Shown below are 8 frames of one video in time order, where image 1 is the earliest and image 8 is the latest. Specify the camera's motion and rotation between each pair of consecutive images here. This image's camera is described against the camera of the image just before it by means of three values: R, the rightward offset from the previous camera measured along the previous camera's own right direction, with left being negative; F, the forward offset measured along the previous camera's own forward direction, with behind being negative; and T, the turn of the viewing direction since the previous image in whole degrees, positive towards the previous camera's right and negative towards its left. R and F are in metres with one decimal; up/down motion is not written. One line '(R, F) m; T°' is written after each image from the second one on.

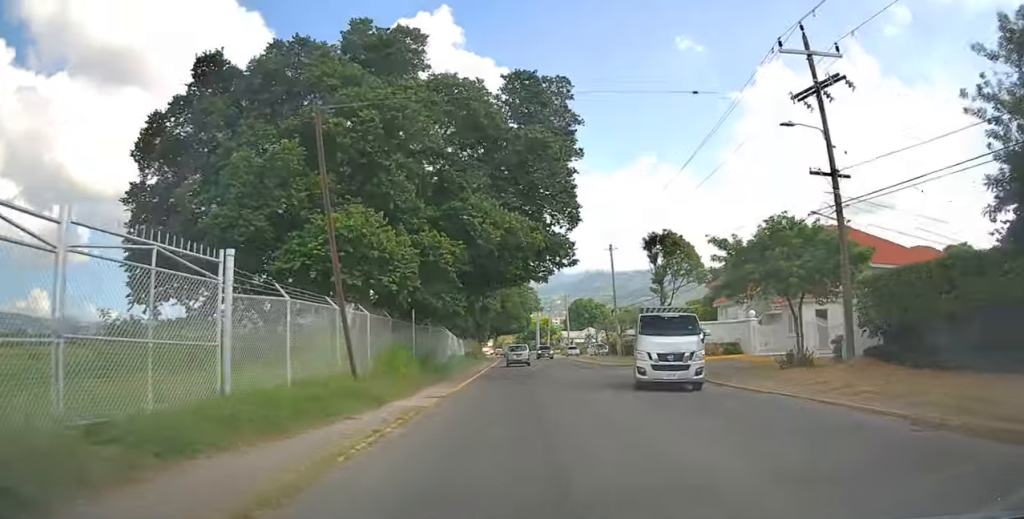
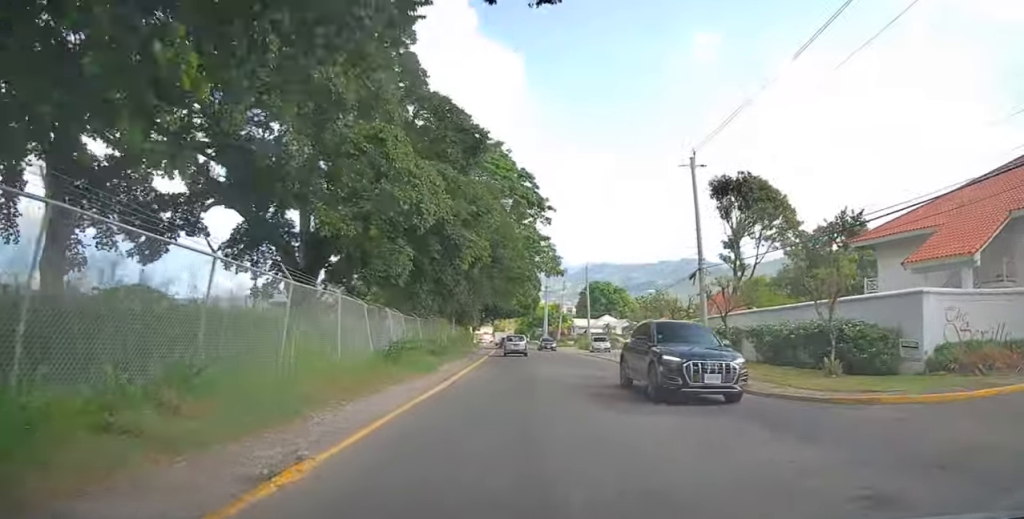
(+0.4, +24.6) m; 0°
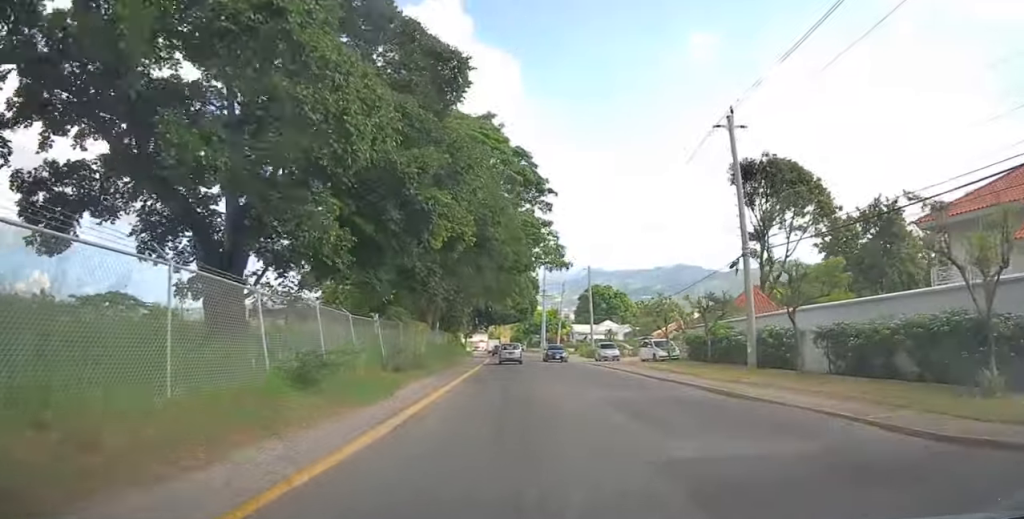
(0.0, +6.6) m; 0°
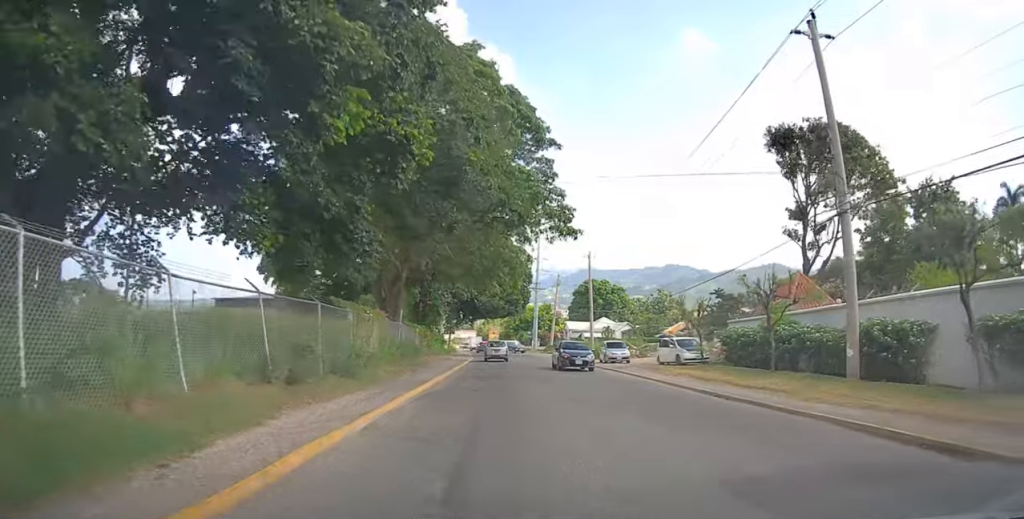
(+0.1, +8.2) m; 0°
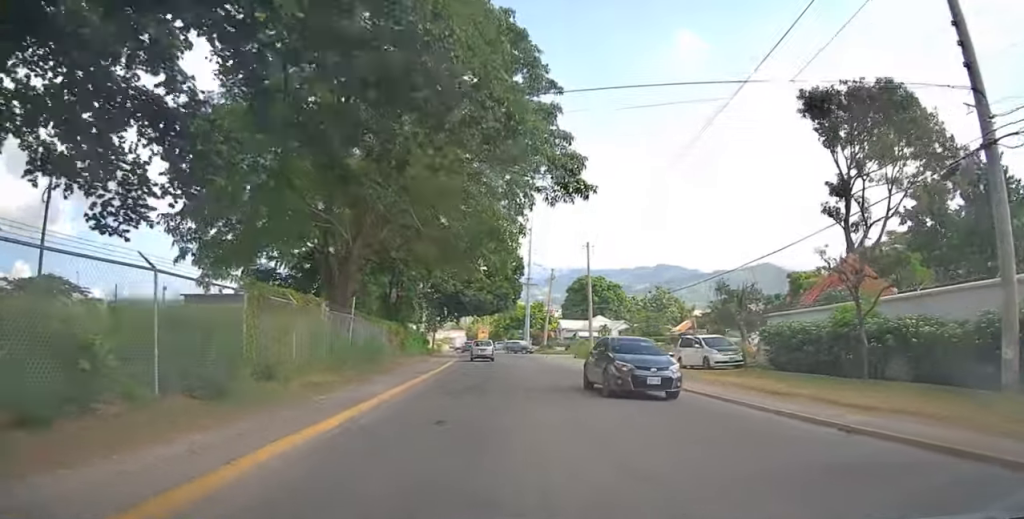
(-0.1, +6.1) m; +1°
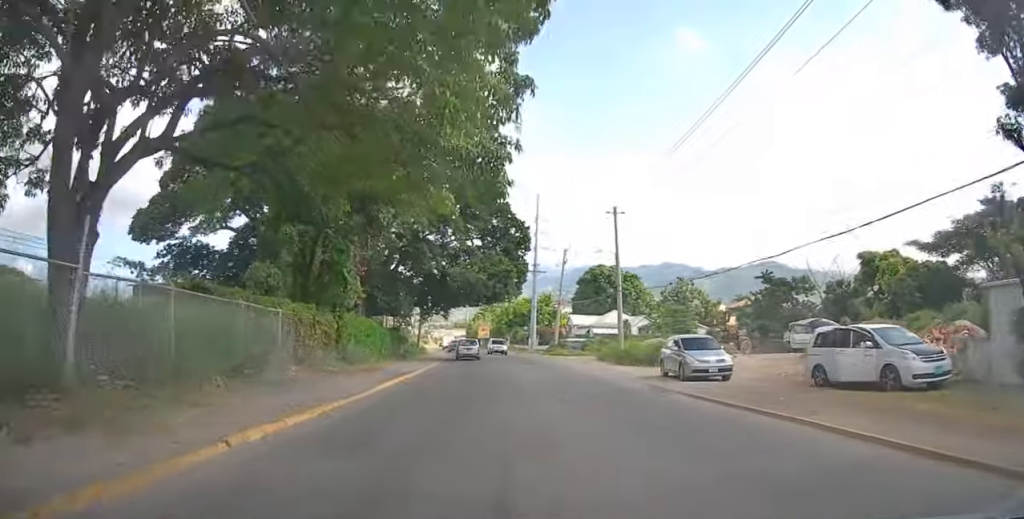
(+0.4, +13.4) m; 0°
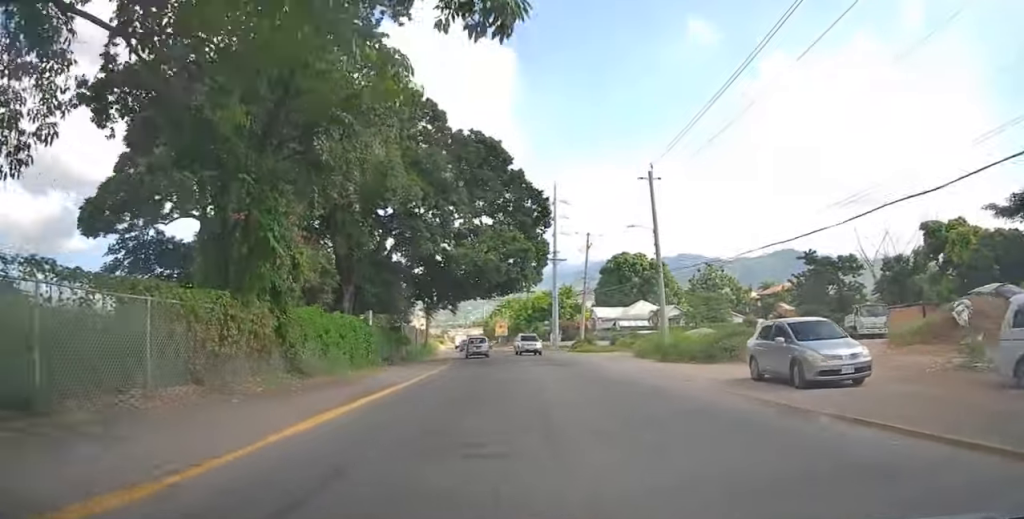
(-0.1, +6.8) m; -1°
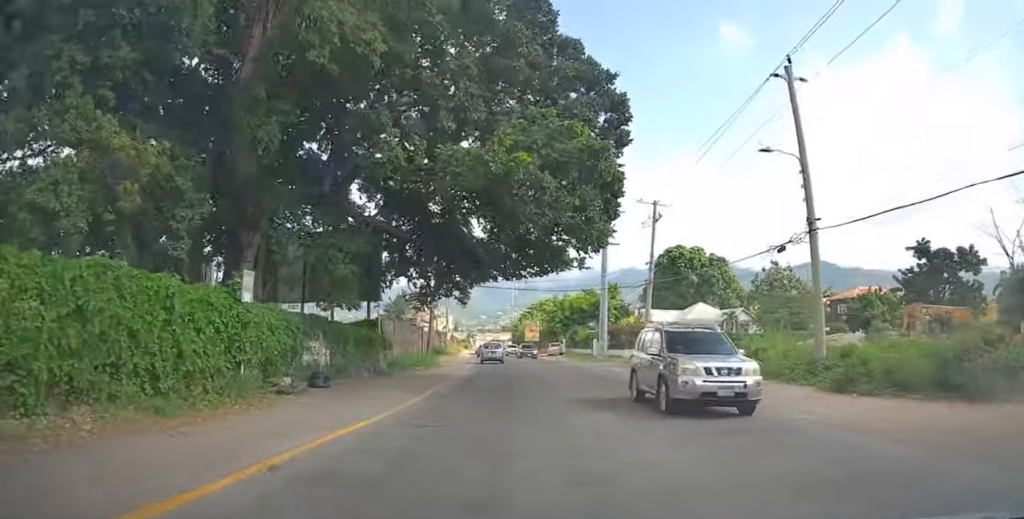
(-0.4, +14.2) m; -2°
